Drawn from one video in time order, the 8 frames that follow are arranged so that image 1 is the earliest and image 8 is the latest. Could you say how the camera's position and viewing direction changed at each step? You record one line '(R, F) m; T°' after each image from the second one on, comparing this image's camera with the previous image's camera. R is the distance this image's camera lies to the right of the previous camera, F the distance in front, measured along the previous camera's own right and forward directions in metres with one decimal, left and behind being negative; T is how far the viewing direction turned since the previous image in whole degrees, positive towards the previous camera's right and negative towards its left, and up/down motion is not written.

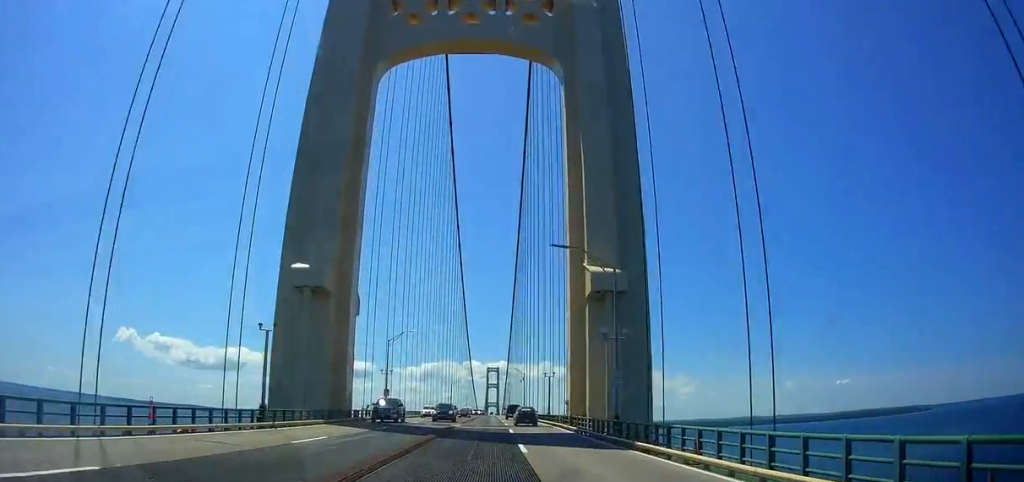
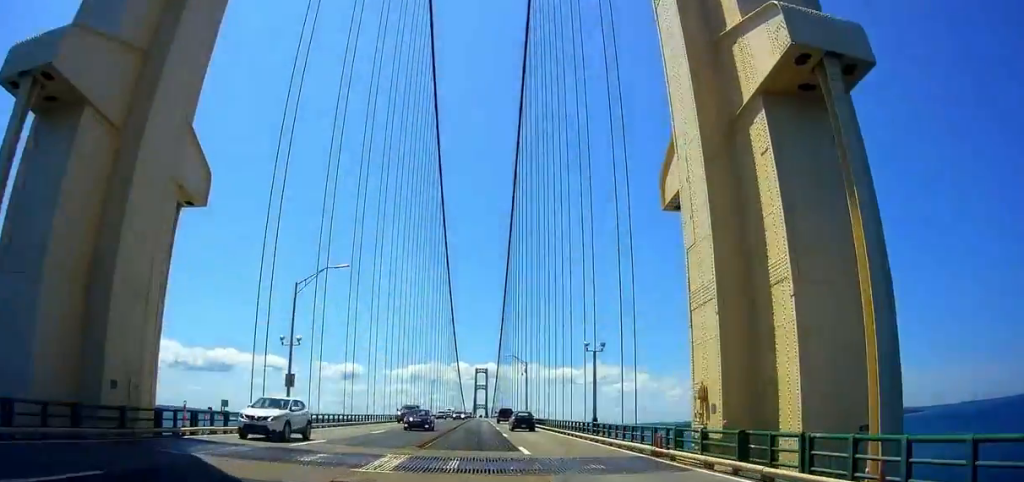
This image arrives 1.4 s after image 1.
(-0.4, +28.6) m; 0°
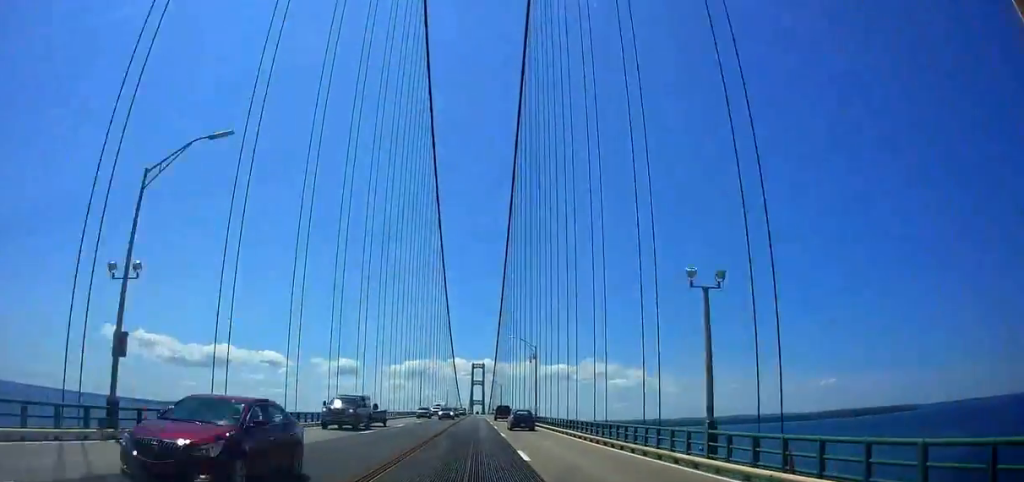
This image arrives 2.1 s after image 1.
(+0.4, +16.7) m; 0°
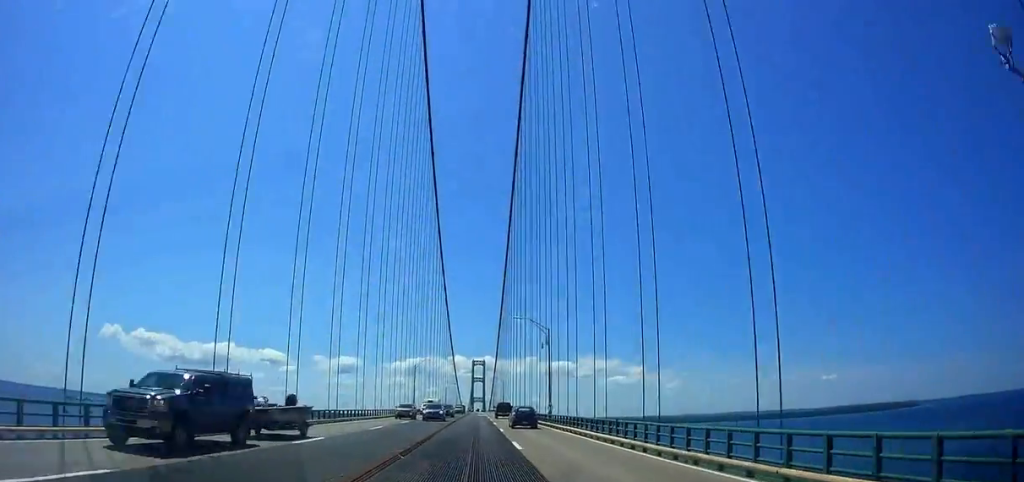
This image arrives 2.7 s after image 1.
(-0.1, +11.8) m; 0°
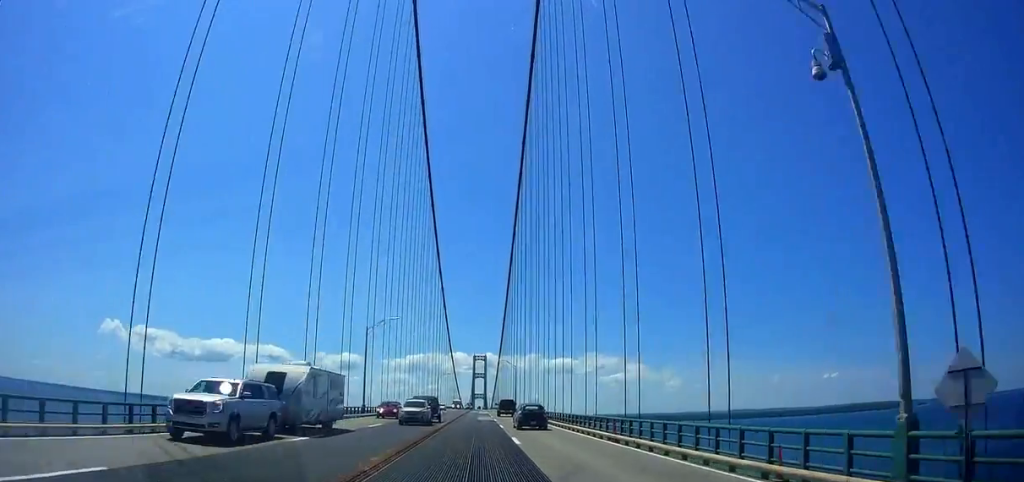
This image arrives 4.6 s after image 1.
(+0.4, +43.5) m; +2°
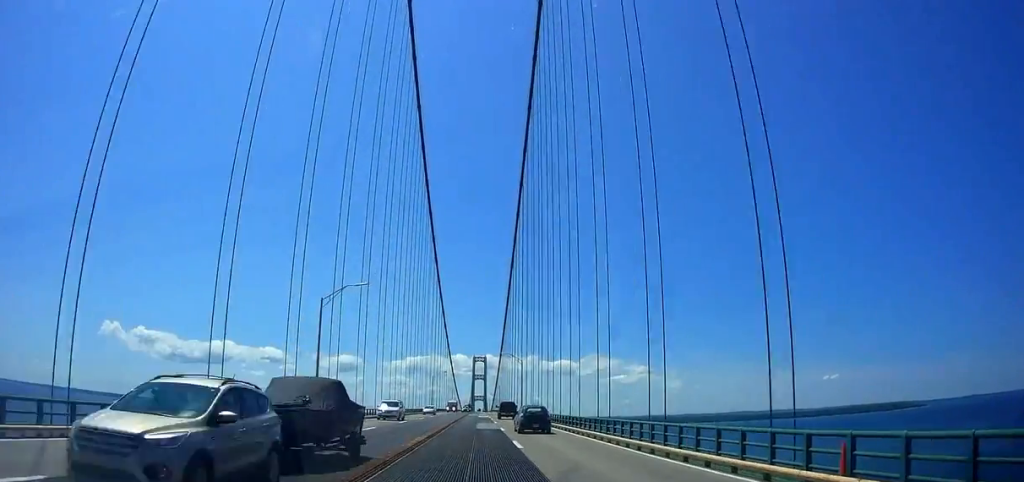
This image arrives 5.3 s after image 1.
(0.0, +16.5) m; 0°
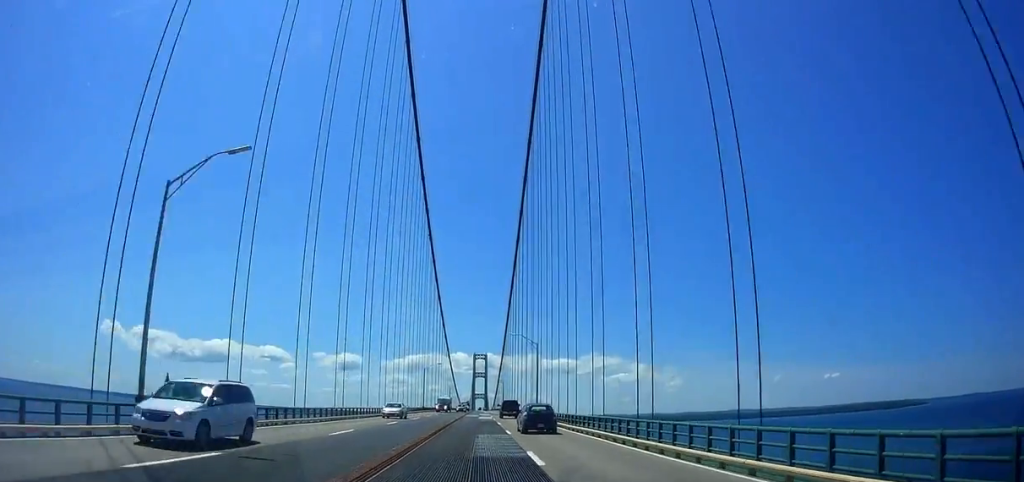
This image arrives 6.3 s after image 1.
(0.0, +21.8) m; -2°
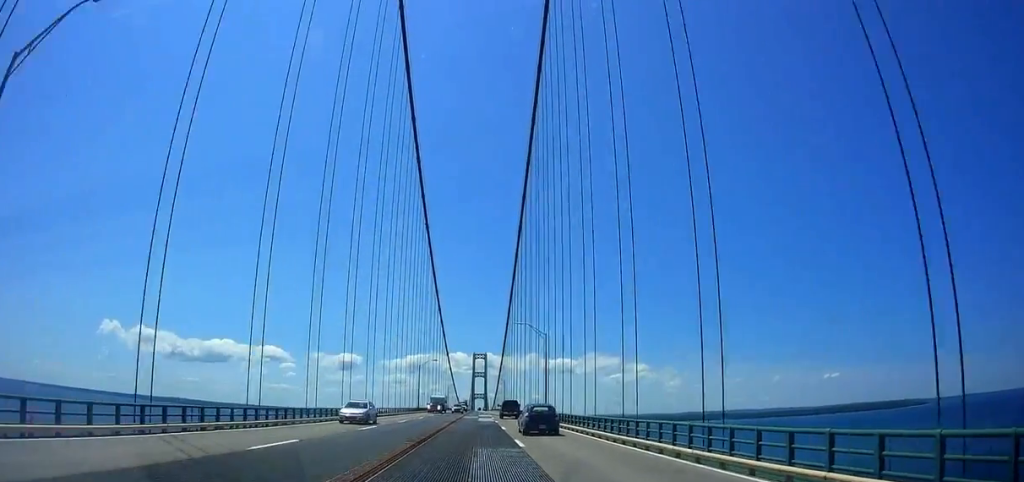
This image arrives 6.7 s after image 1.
(-0.3, +9.0) m; 0°
